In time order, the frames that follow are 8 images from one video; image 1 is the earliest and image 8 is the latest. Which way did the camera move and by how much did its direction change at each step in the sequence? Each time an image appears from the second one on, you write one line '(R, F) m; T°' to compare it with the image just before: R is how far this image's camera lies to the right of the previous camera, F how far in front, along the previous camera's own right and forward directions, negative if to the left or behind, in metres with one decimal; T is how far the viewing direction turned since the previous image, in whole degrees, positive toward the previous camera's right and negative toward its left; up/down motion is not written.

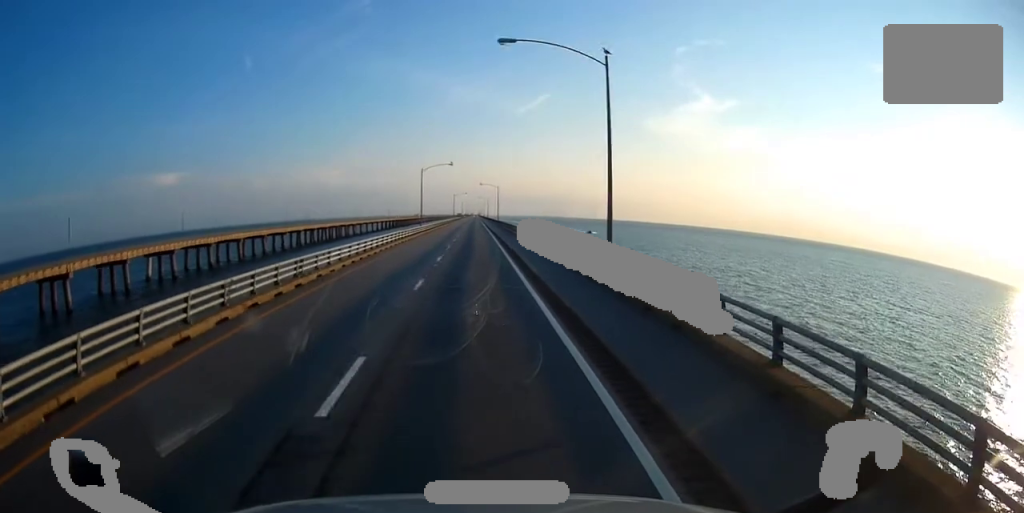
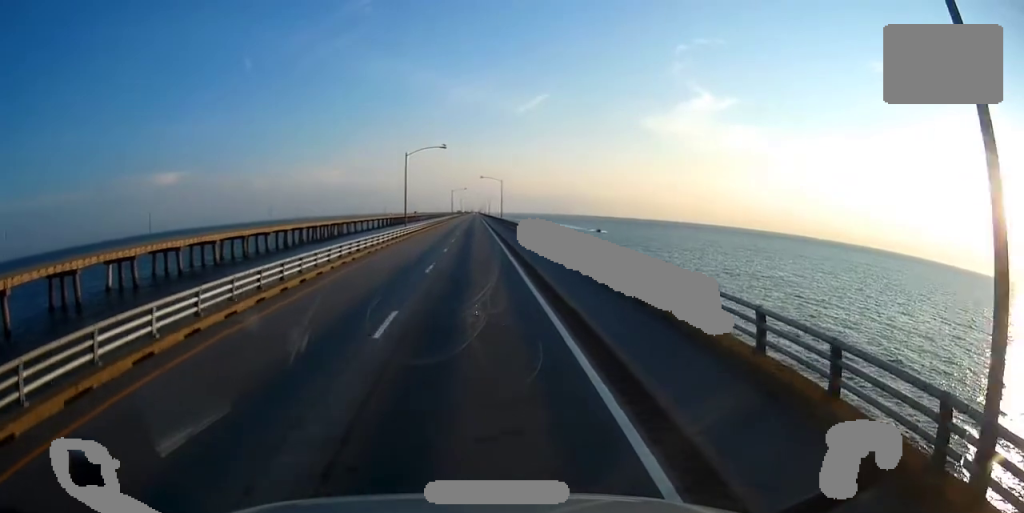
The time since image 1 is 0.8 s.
(+0.1, +19.7) m; 0°
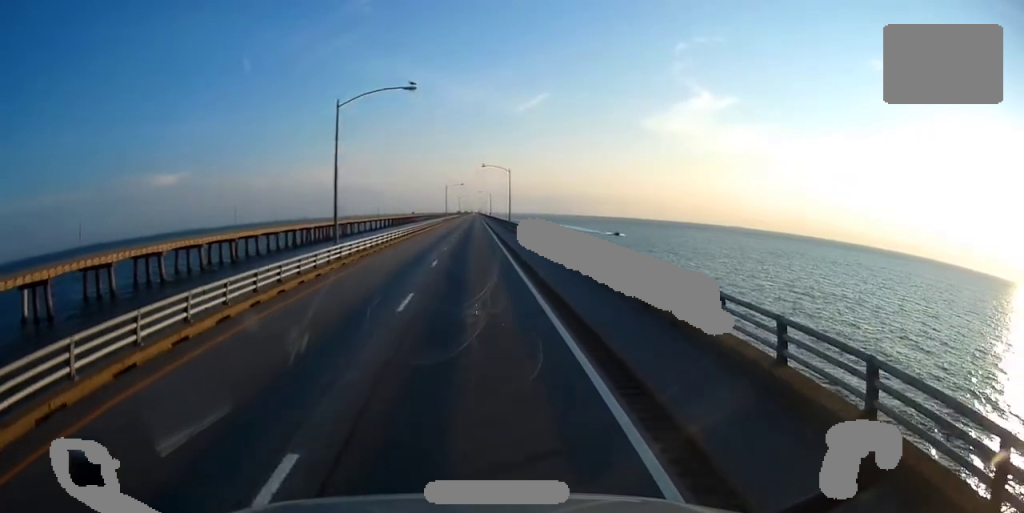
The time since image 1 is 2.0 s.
(+0.1, +31.9) m; 0°
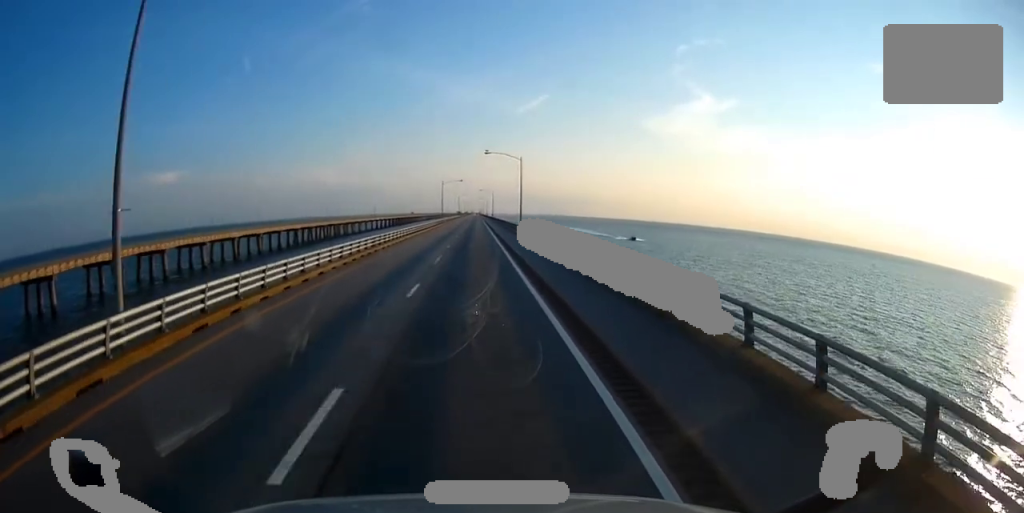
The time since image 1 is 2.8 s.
(0.0, +21.5) m; -1°
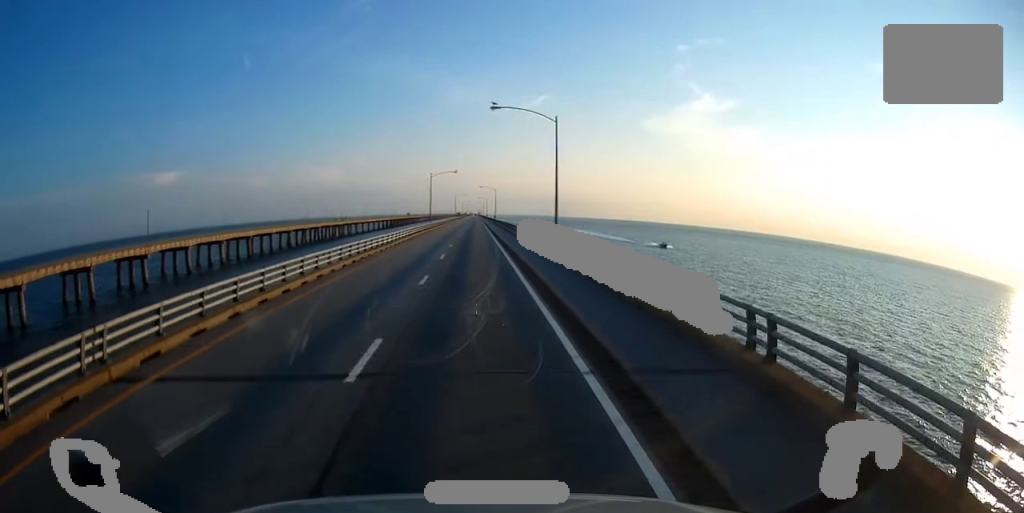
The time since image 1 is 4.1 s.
(-0.1, +31.4) m; 0°
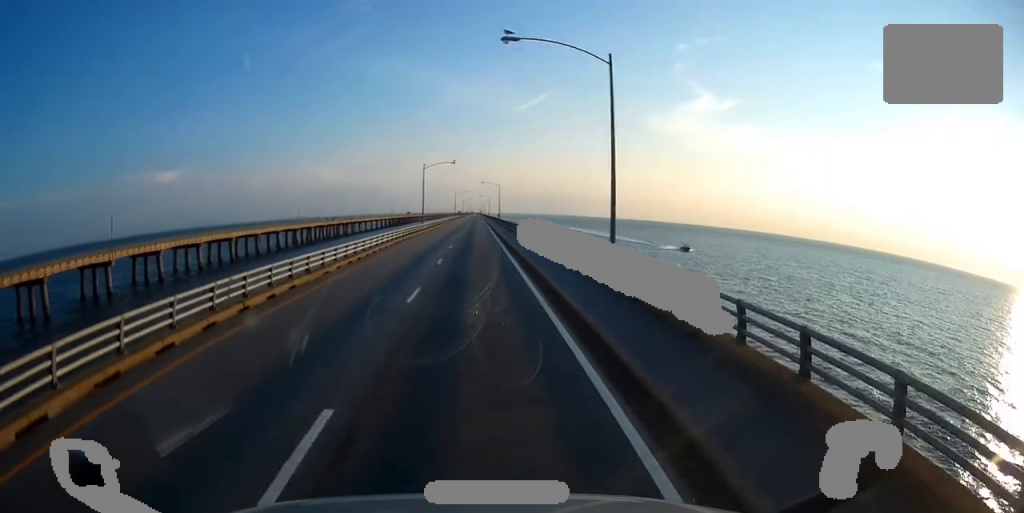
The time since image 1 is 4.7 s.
(+0.1, +16.2) m; 0°
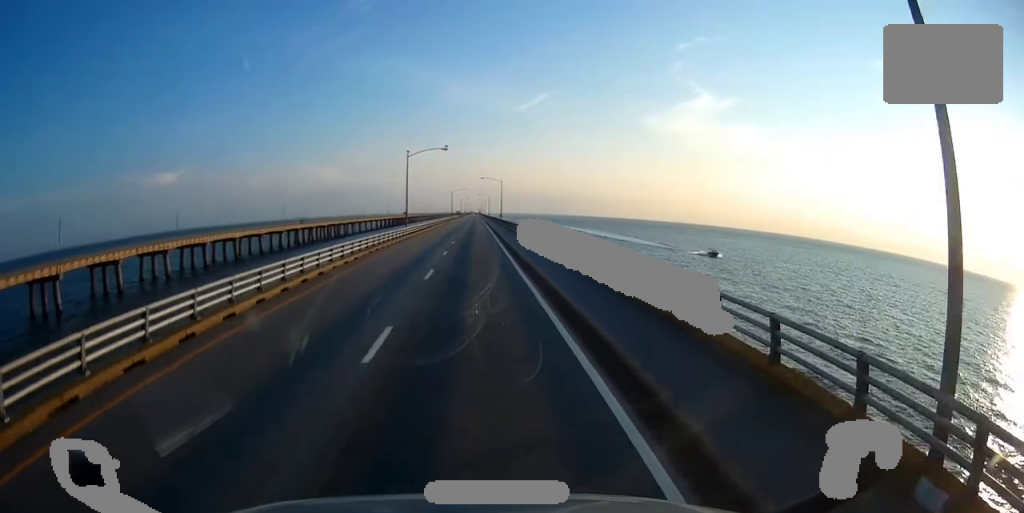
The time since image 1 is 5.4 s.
(0.0, +18.0) m; 0°
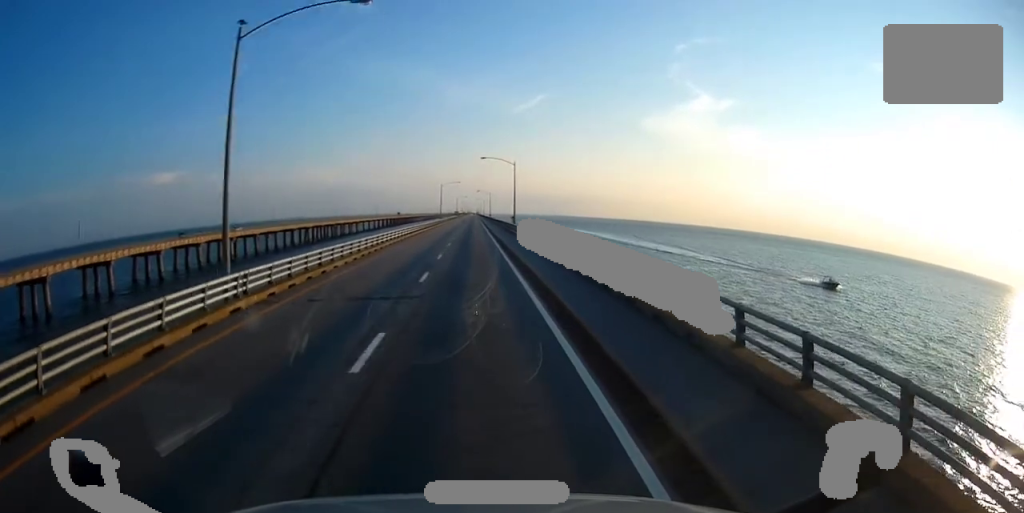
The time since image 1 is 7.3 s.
(-0.4, +45.9) m; -1°
